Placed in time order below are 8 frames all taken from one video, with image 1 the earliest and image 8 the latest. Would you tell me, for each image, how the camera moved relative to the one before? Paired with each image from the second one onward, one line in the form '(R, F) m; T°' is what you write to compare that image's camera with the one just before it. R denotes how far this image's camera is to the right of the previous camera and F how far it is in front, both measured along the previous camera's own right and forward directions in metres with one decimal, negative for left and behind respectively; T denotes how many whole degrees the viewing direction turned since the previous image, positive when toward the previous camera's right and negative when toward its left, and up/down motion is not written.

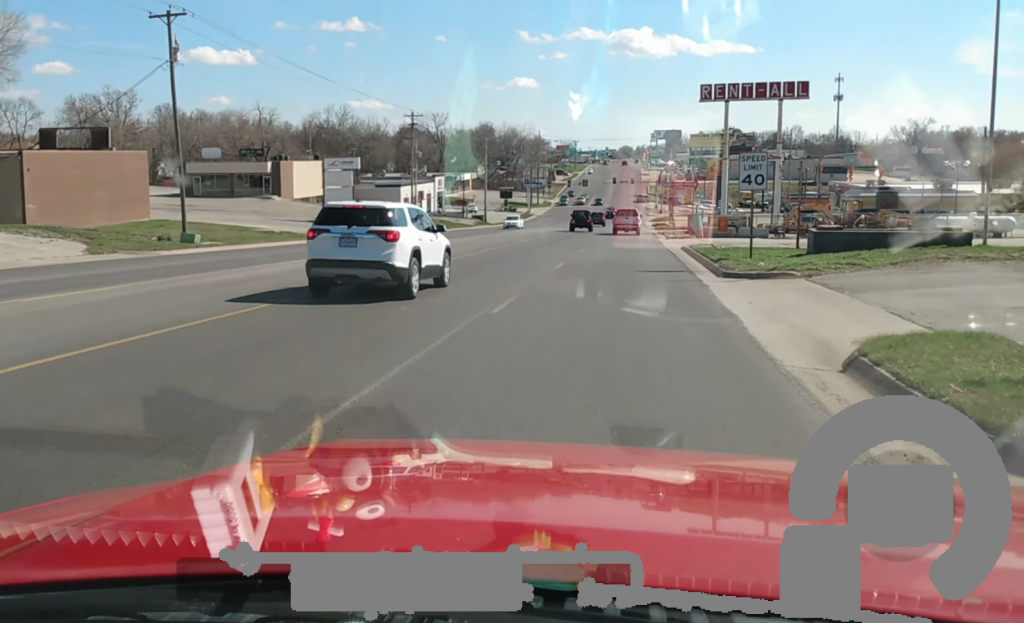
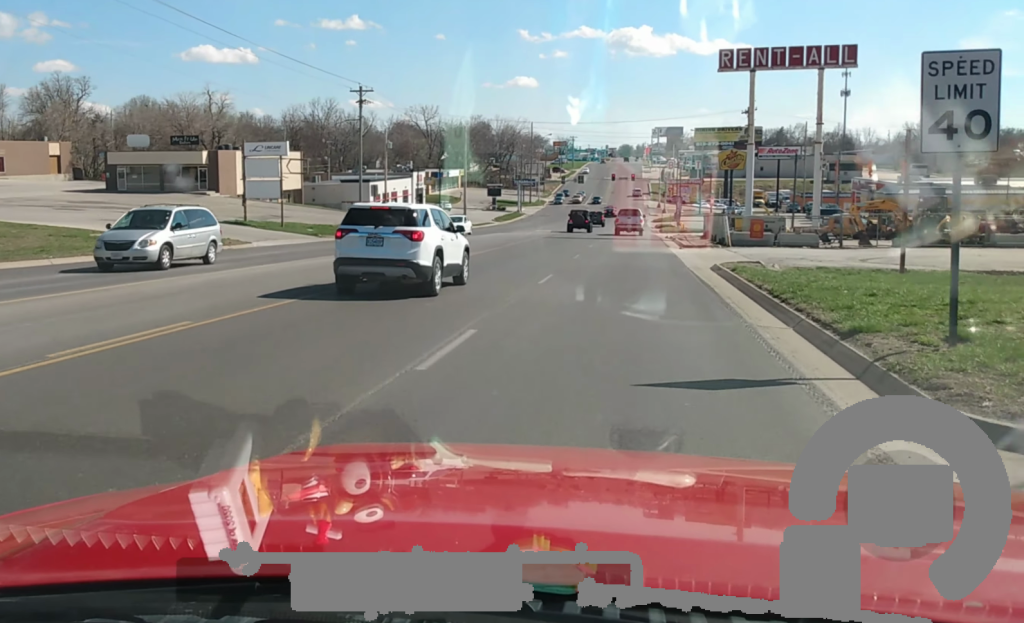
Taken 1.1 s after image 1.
(+0.1, +17.5) m; 0°
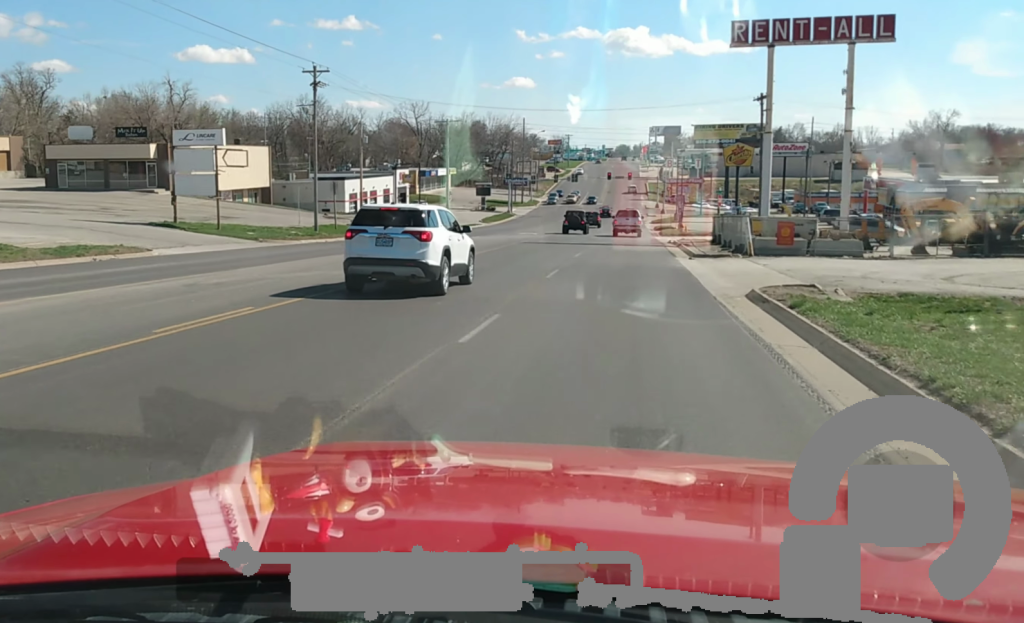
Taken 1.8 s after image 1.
(0.0, +10.7) m; 0°
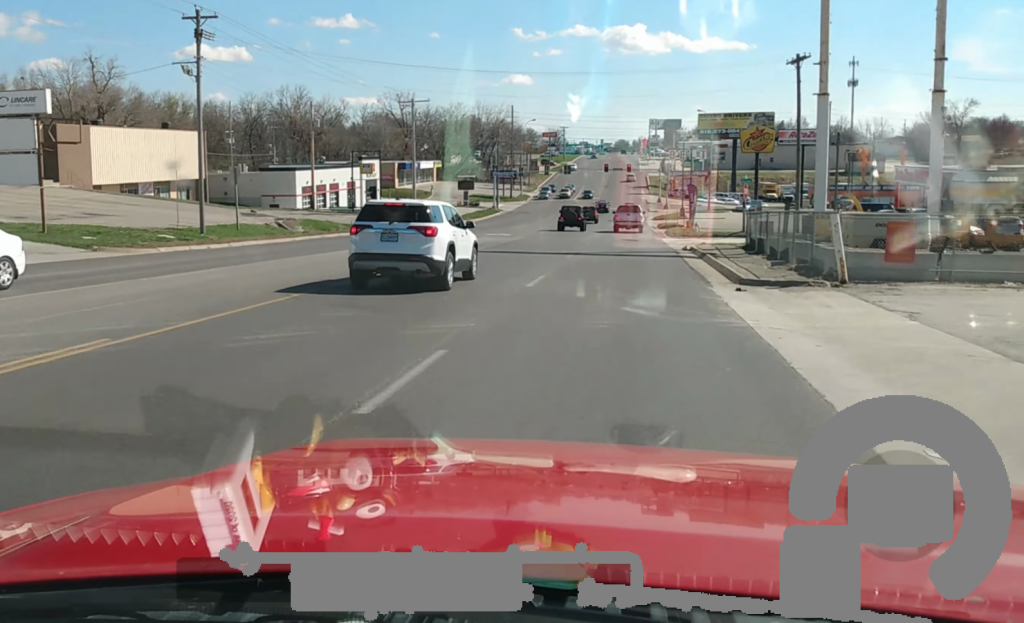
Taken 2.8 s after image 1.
(-0.1, +15.6) m; -1°
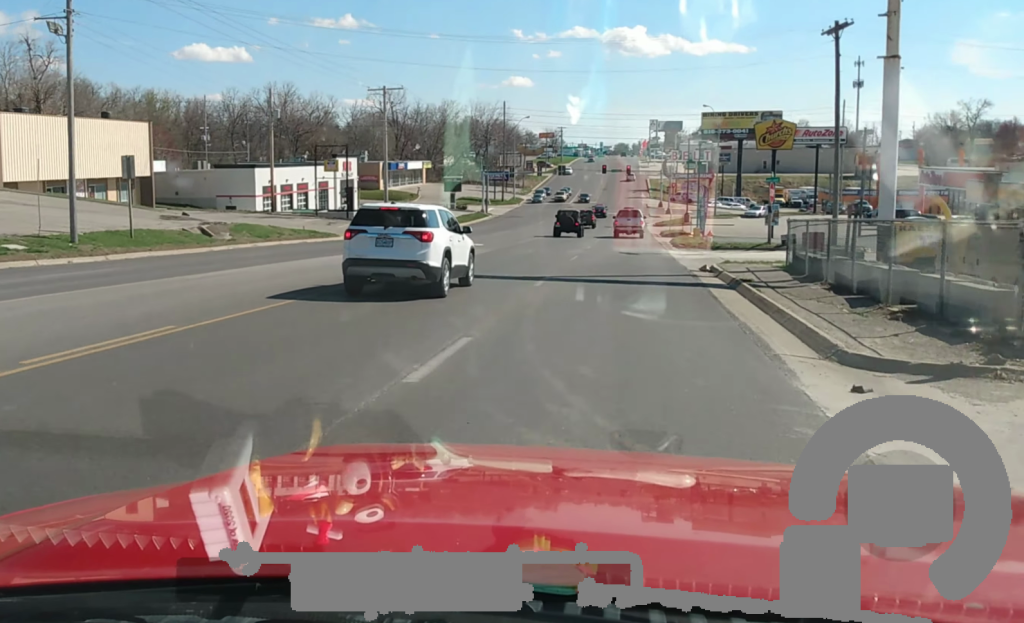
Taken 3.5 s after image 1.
(-0.1, +10.0) m; -1°
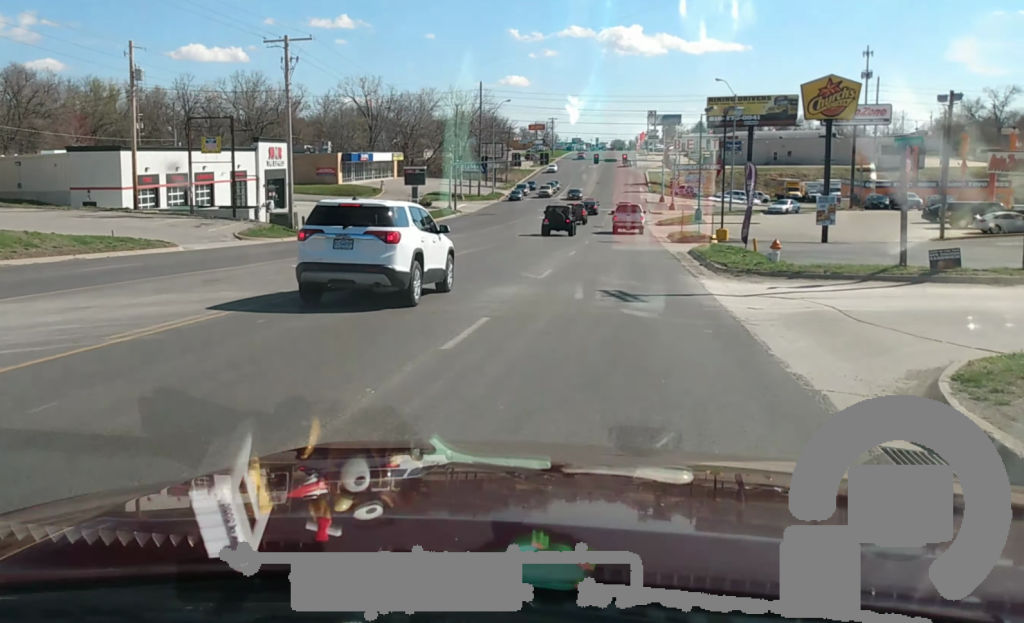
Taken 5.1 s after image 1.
(-0.4, +22.0) m; -1°
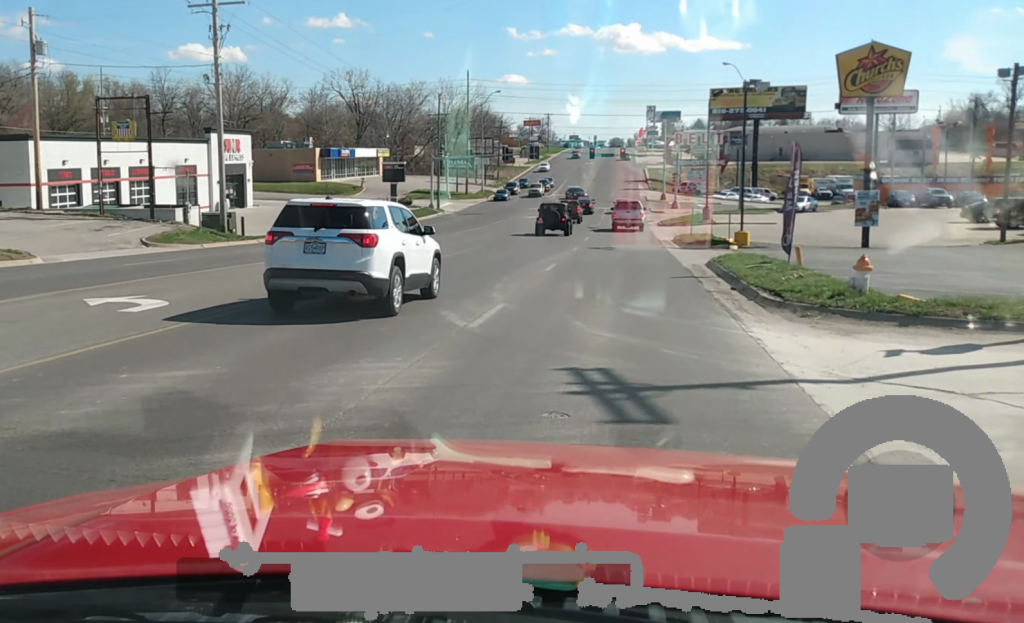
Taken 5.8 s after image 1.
(0.0, +9.5) m; +1°
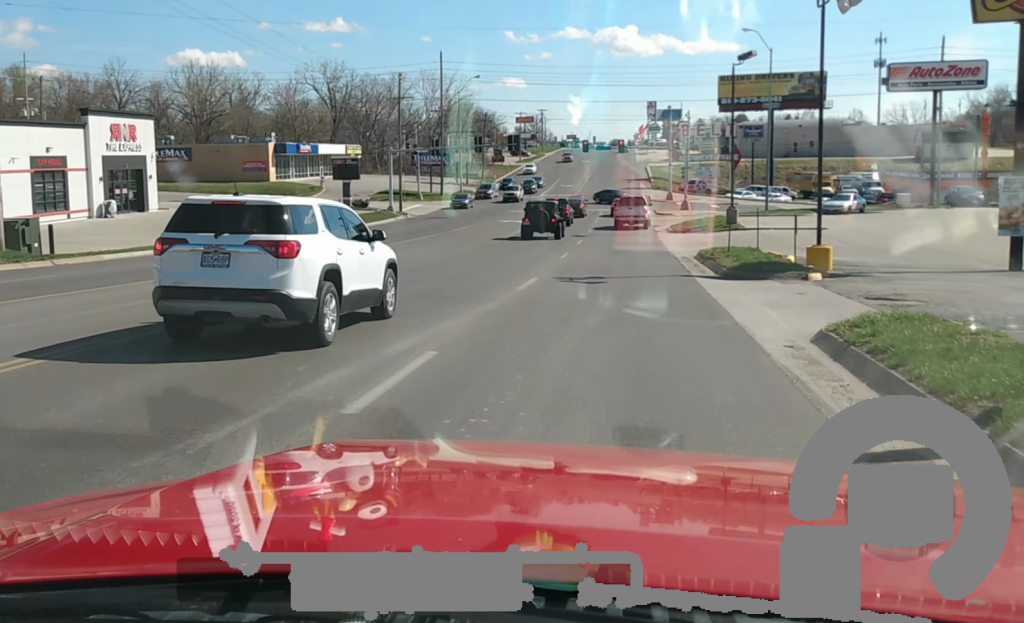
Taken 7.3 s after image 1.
(+0.3, +17.2) m; +1°
